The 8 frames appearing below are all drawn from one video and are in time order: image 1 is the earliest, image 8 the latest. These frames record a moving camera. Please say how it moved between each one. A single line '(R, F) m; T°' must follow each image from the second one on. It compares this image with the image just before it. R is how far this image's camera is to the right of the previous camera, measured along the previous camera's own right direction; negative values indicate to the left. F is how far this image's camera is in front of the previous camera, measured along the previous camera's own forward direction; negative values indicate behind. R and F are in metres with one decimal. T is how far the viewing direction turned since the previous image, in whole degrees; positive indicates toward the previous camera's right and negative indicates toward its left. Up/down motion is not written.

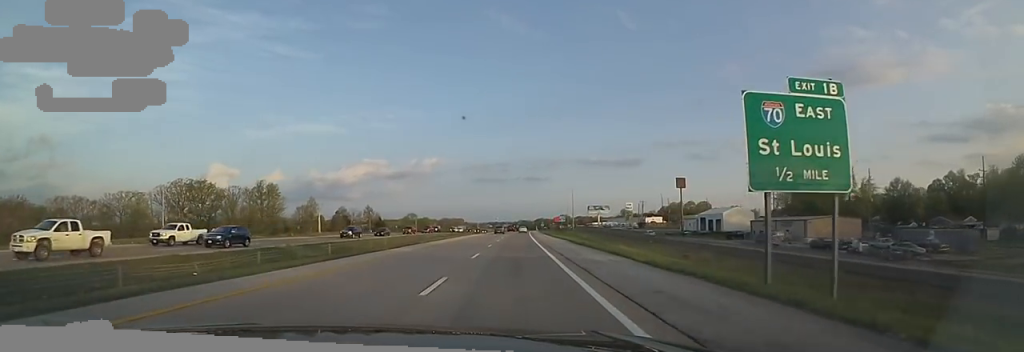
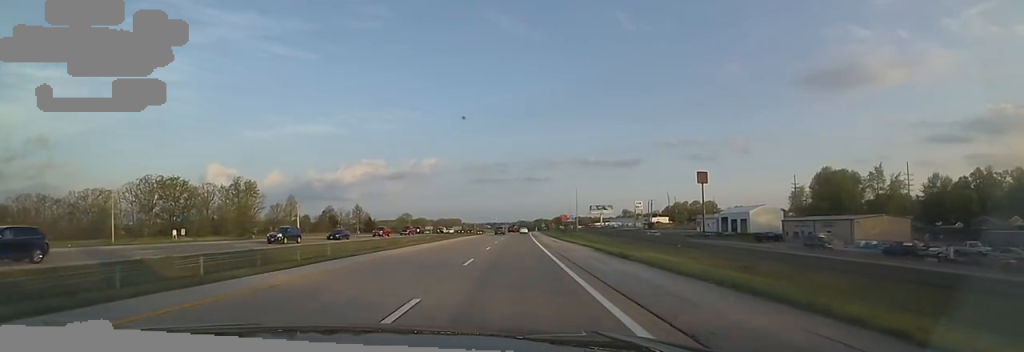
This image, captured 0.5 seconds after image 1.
(-0.6, +14.7) m; -1°
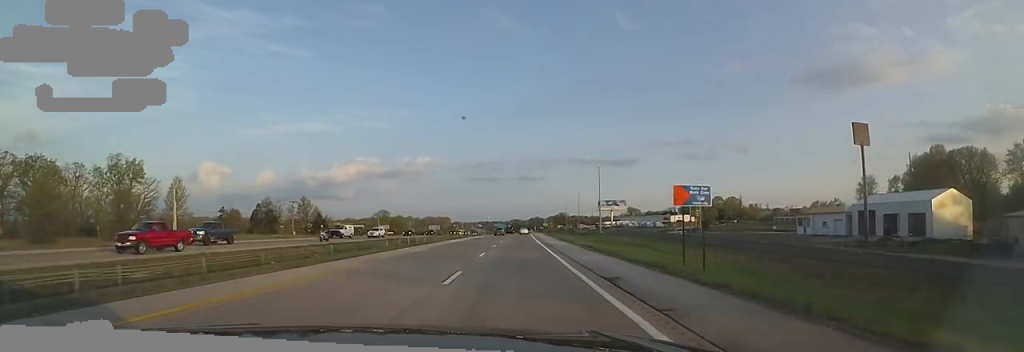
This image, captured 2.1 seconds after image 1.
(-0.1, +54.4) m; +1°
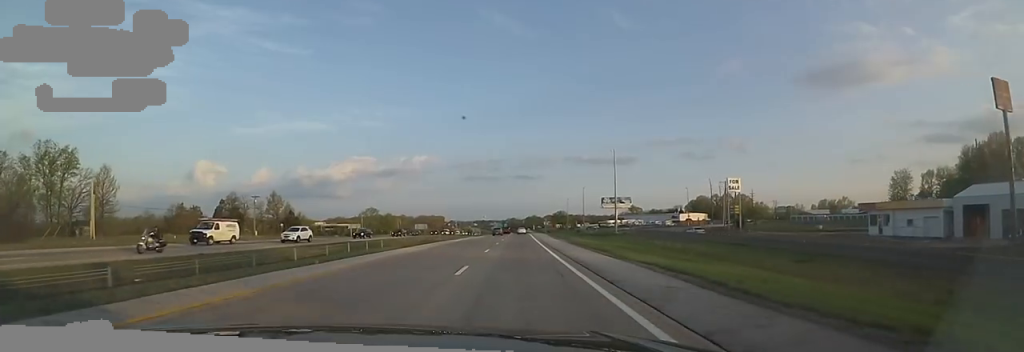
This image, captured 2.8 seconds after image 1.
(+0.2, +21.0) m; 0°
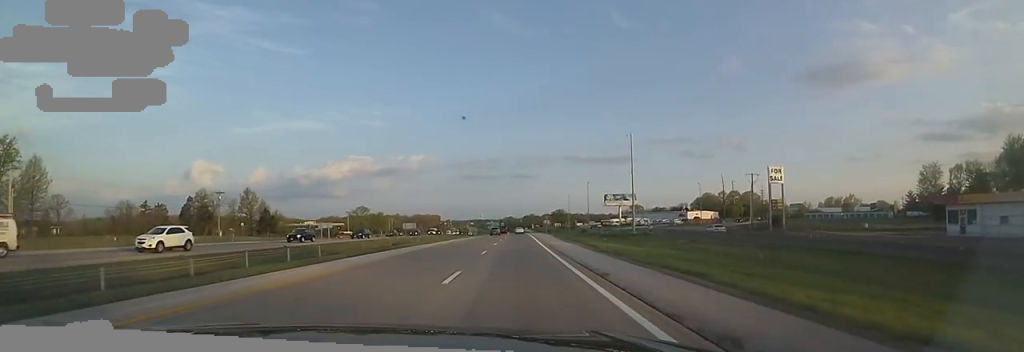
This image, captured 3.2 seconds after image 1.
(0.0, +15.3) m; 0°
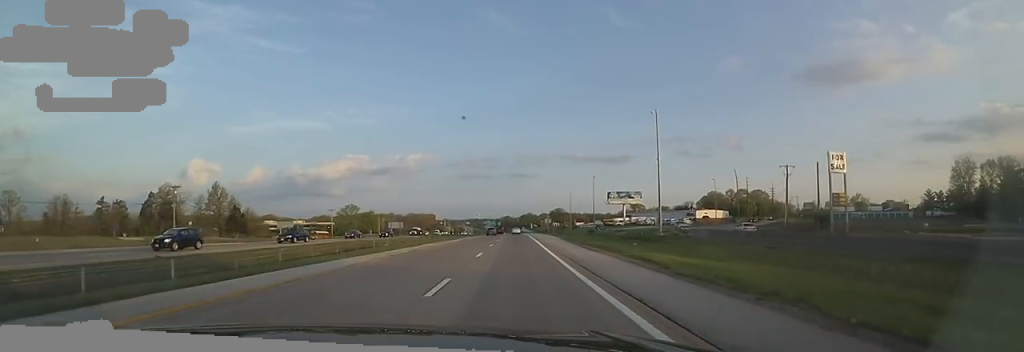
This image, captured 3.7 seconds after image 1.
(0.0, +15.1) m; 0°
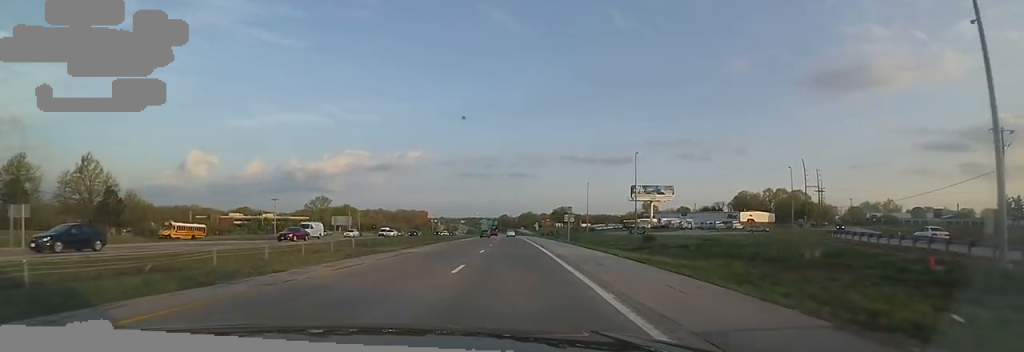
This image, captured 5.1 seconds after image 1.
(+0.1, +44.0) m; +1°
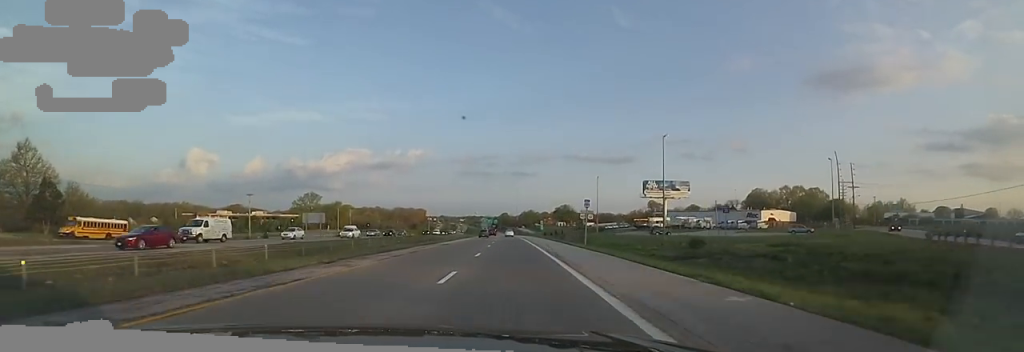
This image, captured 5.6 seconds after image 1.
(+0.2, +14.0) m; -1°
